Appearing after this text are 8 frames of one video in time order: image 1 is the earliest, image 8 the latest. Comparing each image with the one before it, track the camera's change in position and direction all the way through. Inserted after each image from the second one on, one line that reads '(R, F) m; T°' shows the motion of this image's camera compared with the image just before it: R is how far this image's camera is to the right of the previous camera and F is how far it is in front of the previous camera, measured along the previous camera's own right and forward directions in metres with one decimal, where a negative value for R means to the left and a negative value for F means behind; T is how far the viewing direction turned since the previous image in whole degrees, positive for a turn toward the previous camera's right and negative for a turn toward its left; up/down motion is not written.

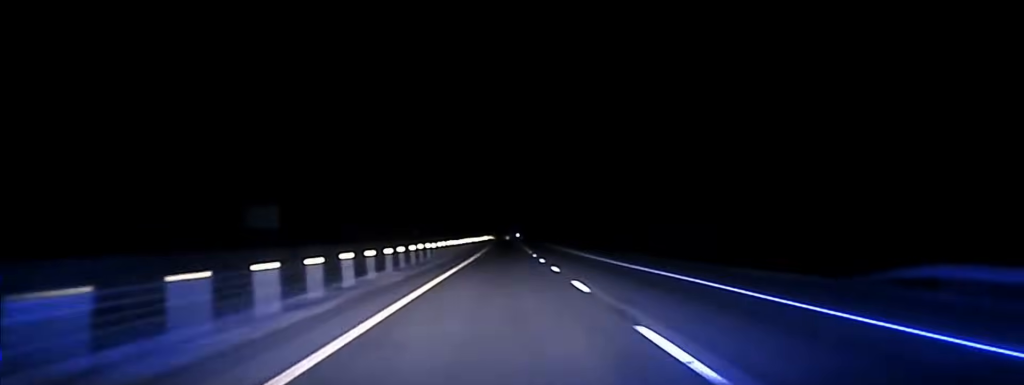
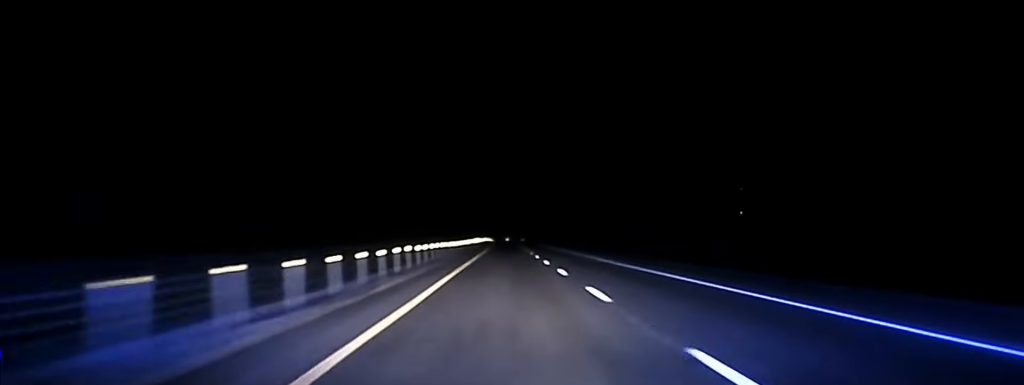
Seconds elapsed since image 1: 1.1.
(-0.1, +63.2) m; 0°
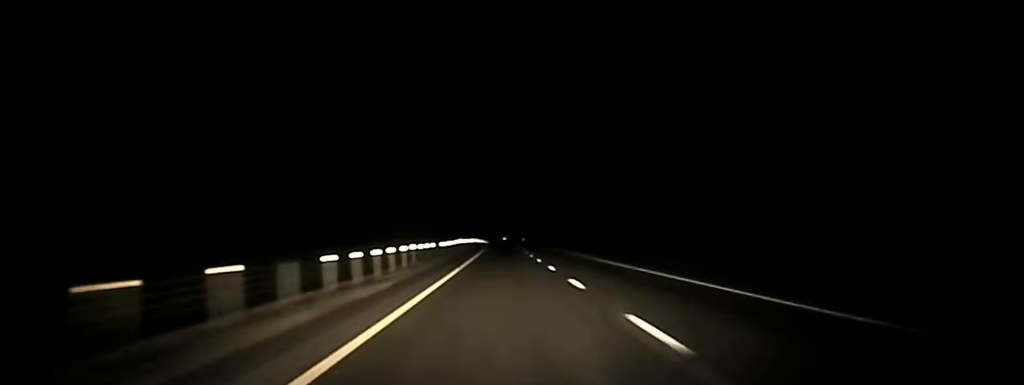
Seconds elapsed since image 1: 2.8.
(+0.4, +104.7) m; 0°
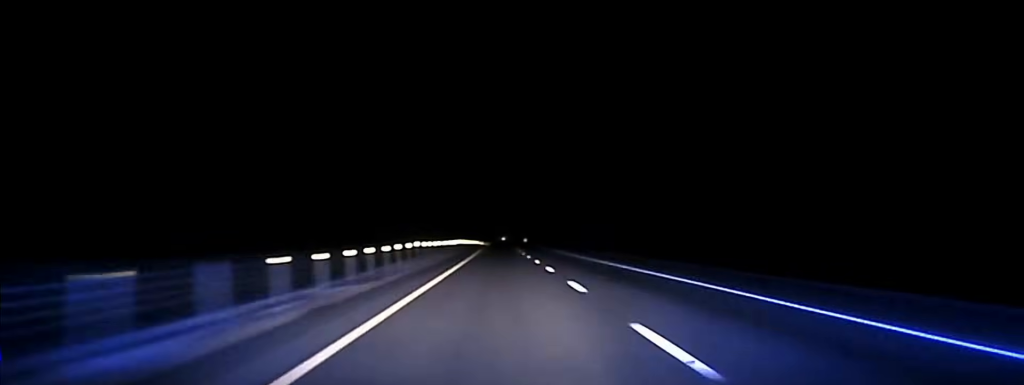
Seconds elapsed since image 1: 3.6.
(-0.3, +47.5) m; 0°
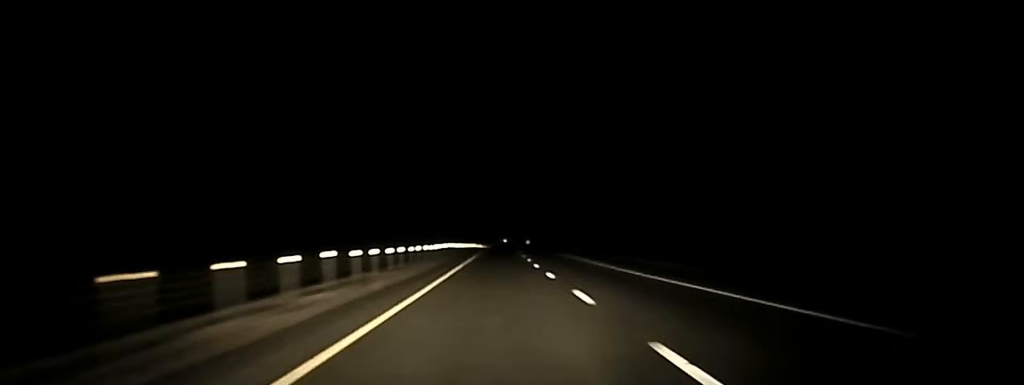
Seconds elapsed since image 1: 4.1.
(0.0, +29.3) m; 0°
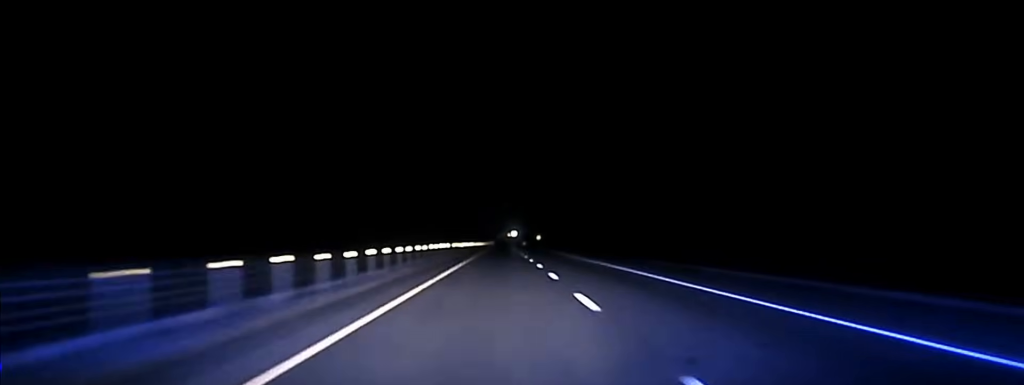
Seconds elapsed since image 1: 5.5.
(0.0, +87.7) m; 0°
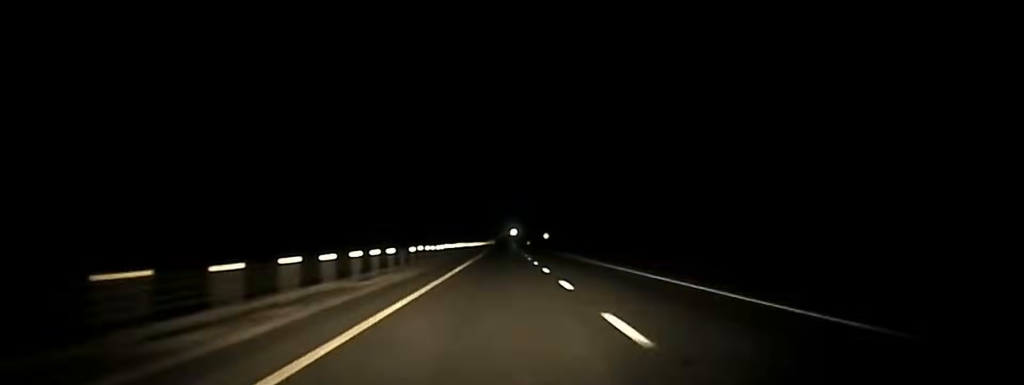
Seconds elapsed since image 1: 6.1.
(0.0, +39.1) m; 0°
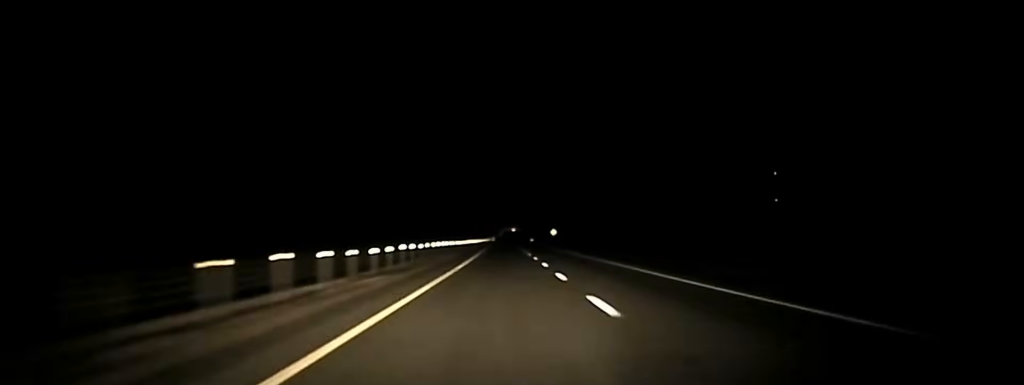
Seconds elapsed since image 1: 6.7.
(0.0, +33.0) m; 0°
